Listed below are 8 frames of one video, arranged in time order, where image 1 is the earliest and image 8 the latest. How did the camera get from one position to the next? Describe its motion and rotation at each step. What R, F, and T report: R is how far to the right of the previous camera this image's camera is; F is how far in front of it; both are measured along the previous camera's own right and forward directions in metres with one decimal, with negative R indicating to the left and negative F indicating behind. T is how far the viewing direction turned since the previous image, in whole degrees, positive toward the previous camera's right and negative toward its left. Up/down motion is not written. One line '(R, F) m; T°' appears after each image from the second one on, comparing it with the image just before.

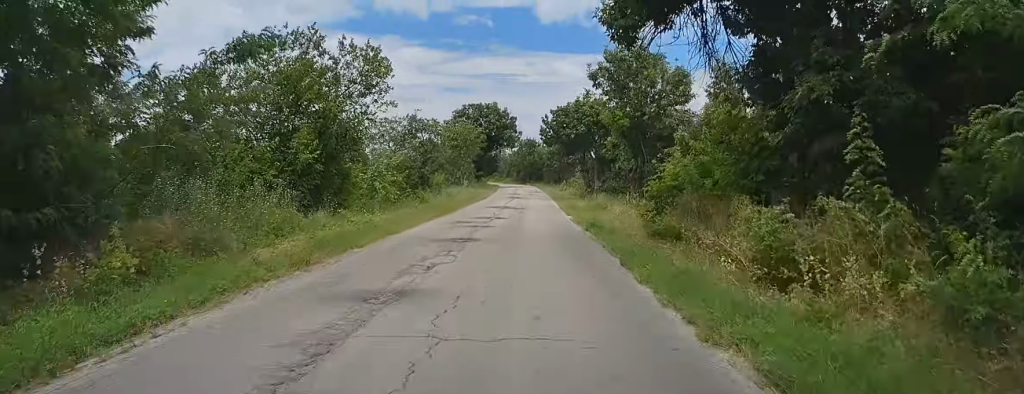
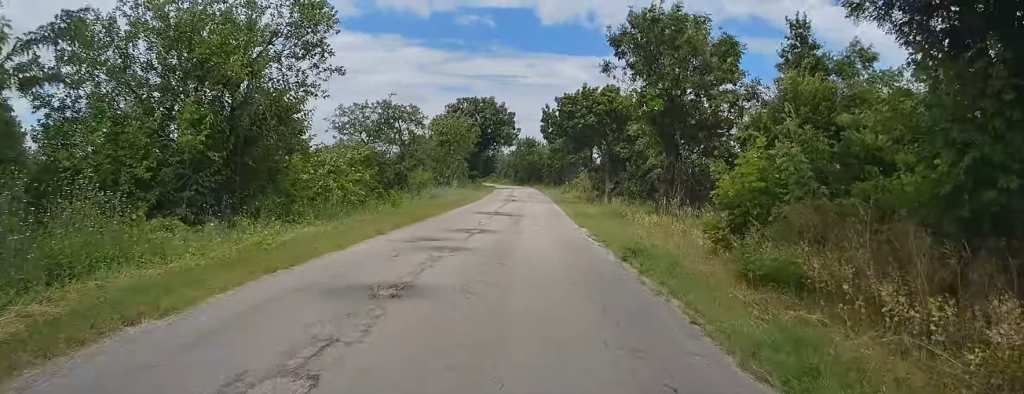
(0.0, +7.9) m; 0°
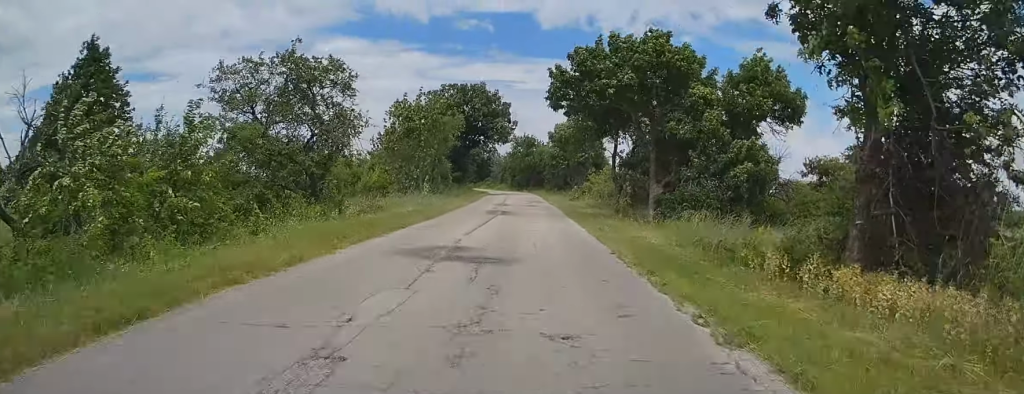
(-0.1, +15.9) m; -1°
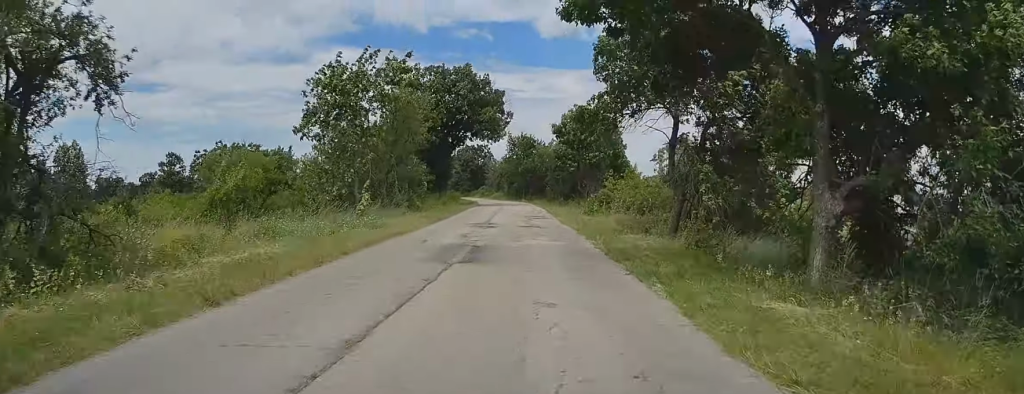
(-0.2, +15.8) m; 0°
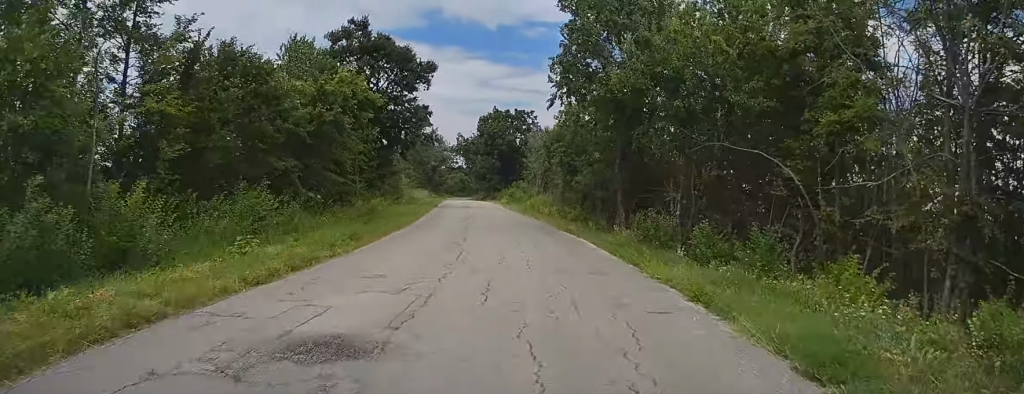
(-1.5, +71.6) m; -5°
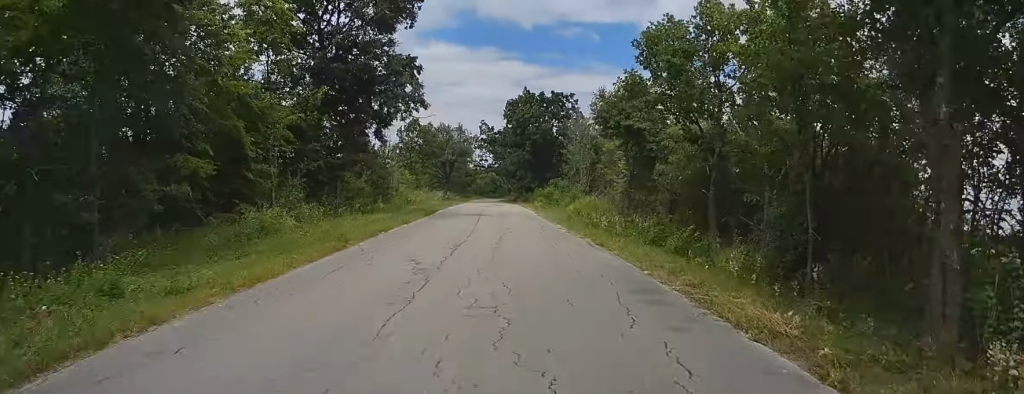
(-0.5, +17.3) m; -3°
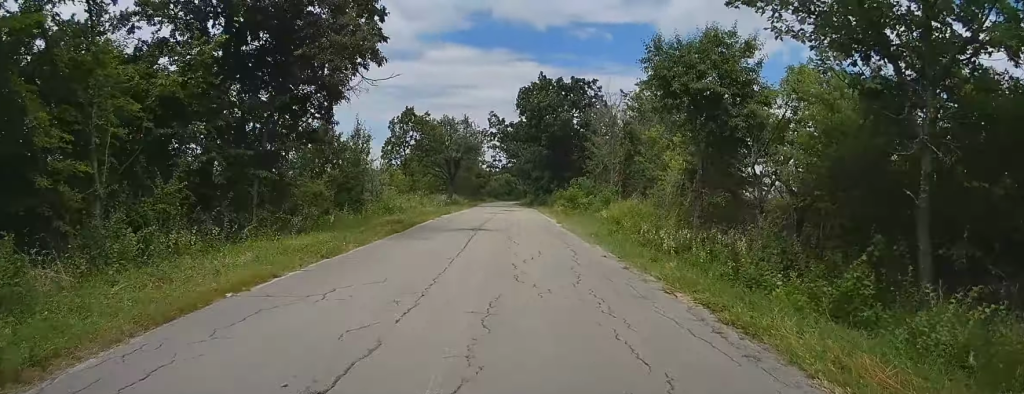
(-0.2, +10.3) m; -1°
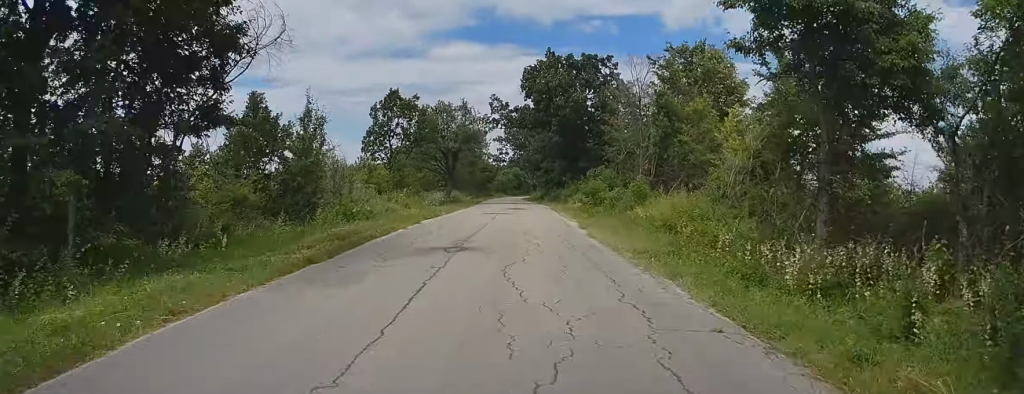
(-0.2, +8.4) m; -1°
